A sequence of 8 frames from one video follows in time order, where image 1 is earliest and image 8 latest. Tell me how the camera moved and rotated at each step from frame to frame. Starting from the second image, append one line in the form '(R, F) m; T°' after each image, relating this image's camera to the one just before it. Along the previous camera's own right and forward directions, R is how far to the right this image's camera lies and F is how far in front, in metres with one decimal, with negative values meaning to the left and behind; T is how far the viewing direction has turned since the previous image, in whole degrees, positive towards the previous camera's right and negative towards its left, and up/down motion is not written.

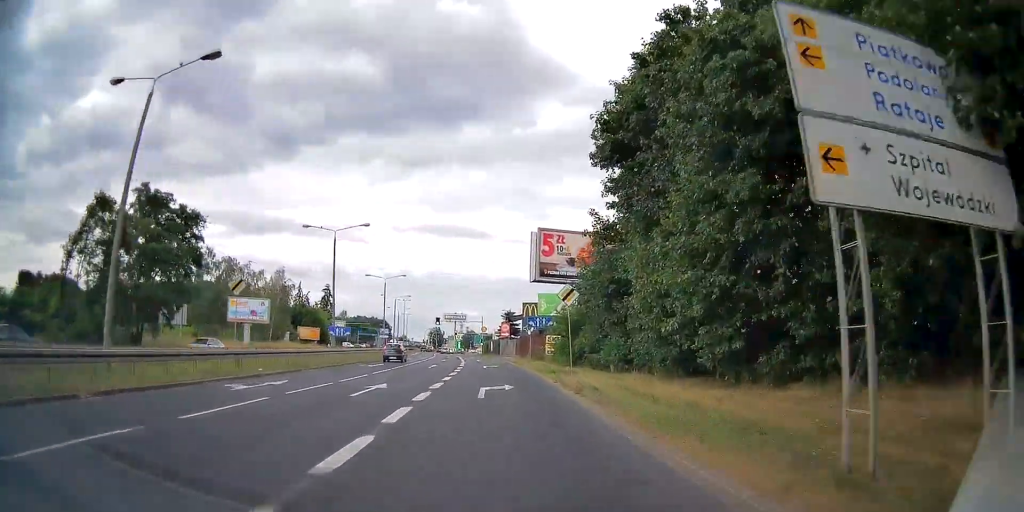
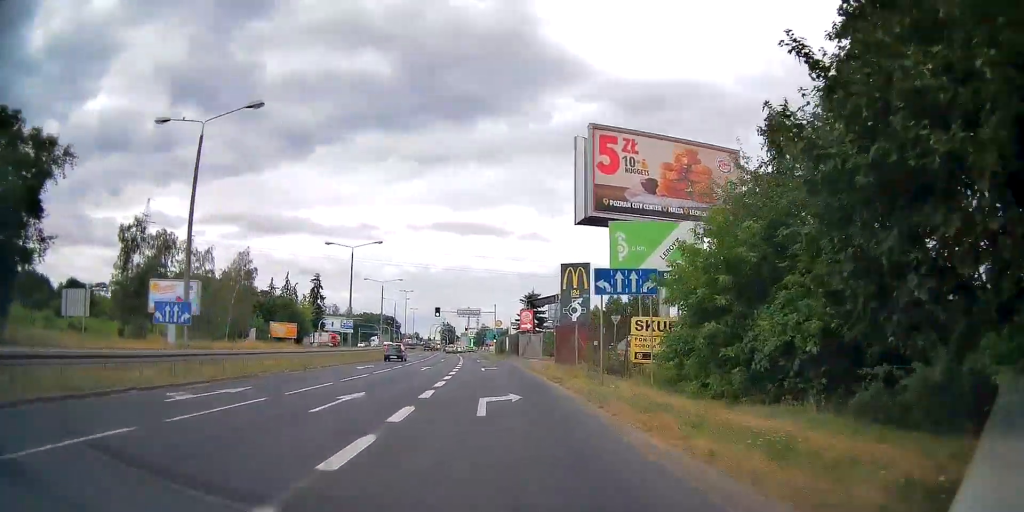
(-0.4, +23.8) m; -2°
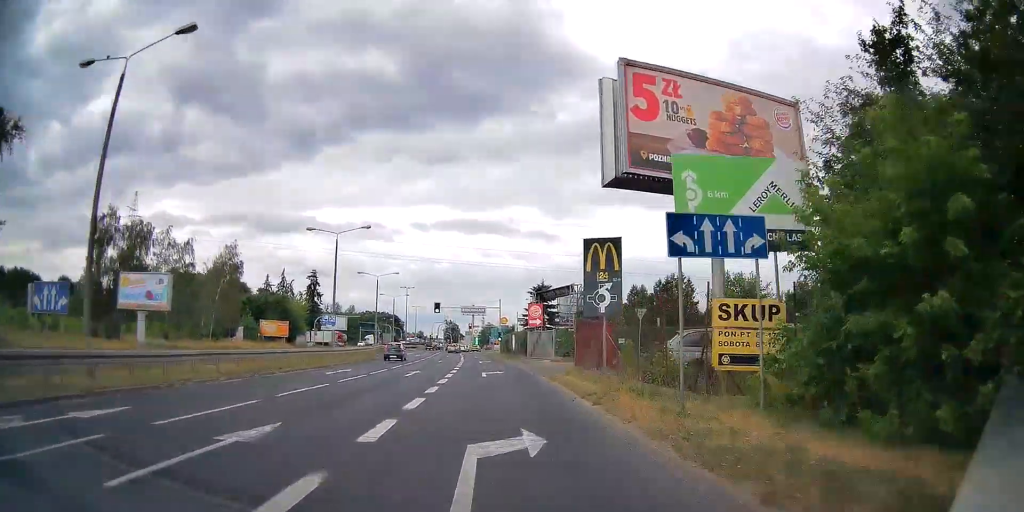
(0.0, +6.6) m; -1°
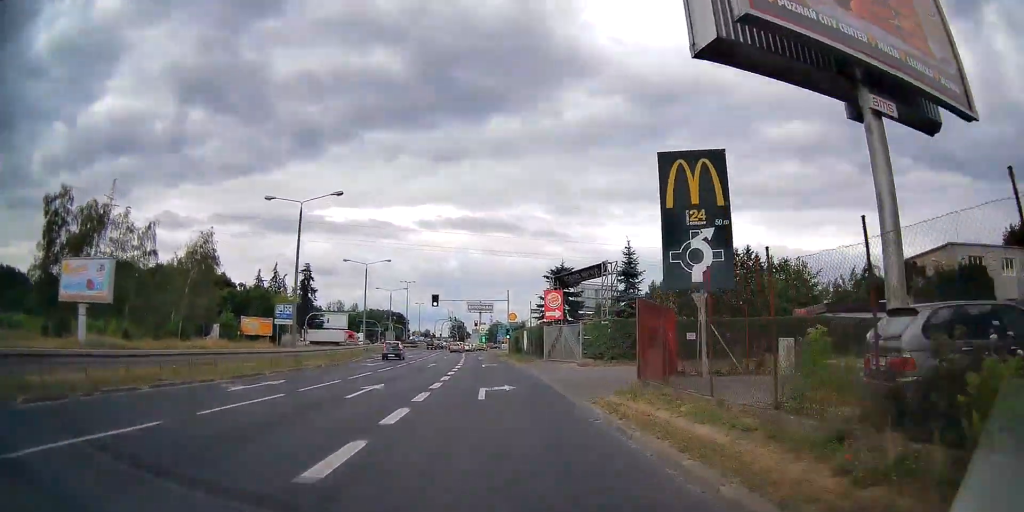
(-0.1, +10.2) m; -1°
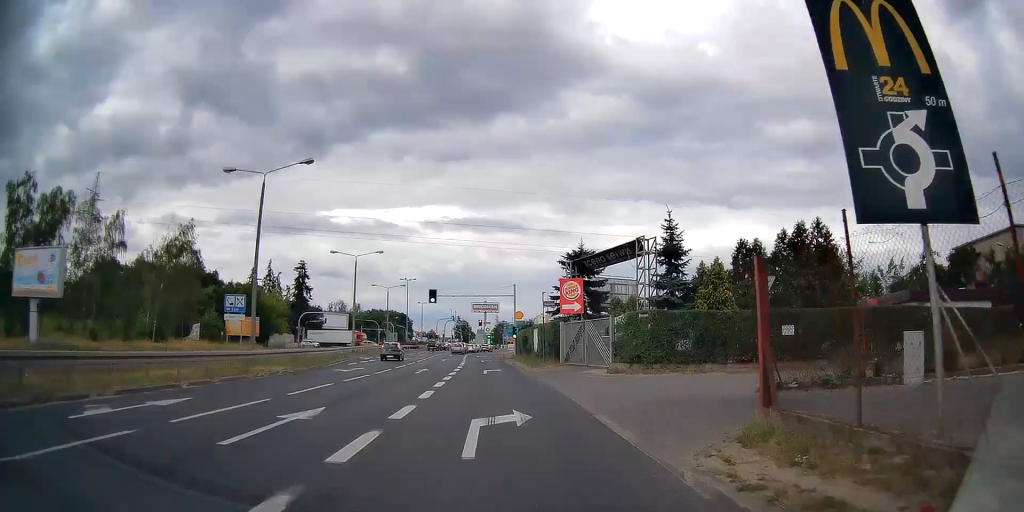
(0.0, +6.9) m; -1°
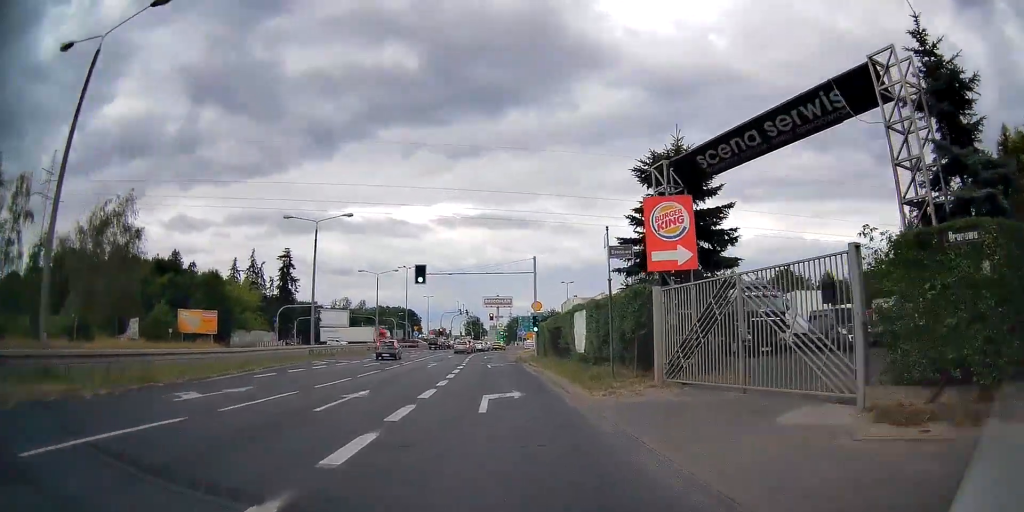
(-0.2, +16.2) m; -1°
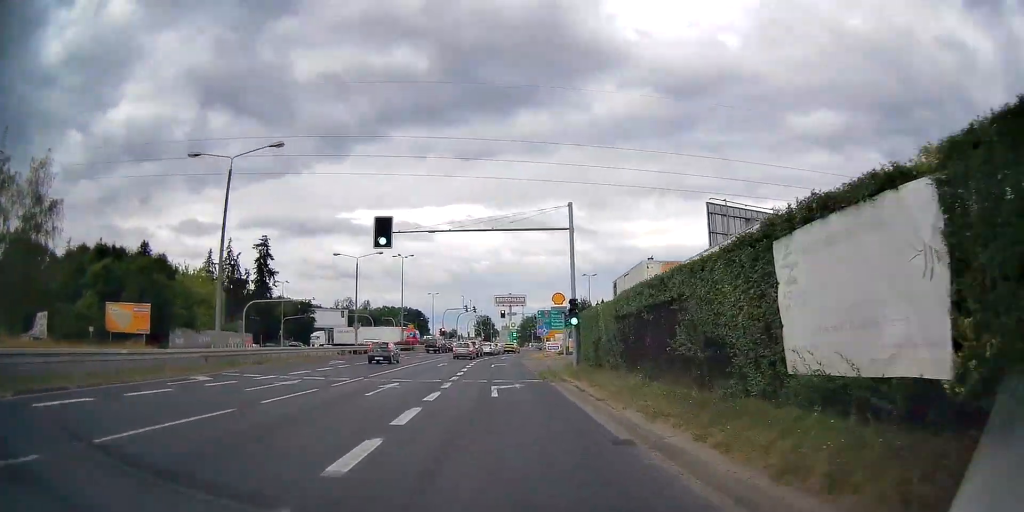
(-0.2, +16.1) m; -1°
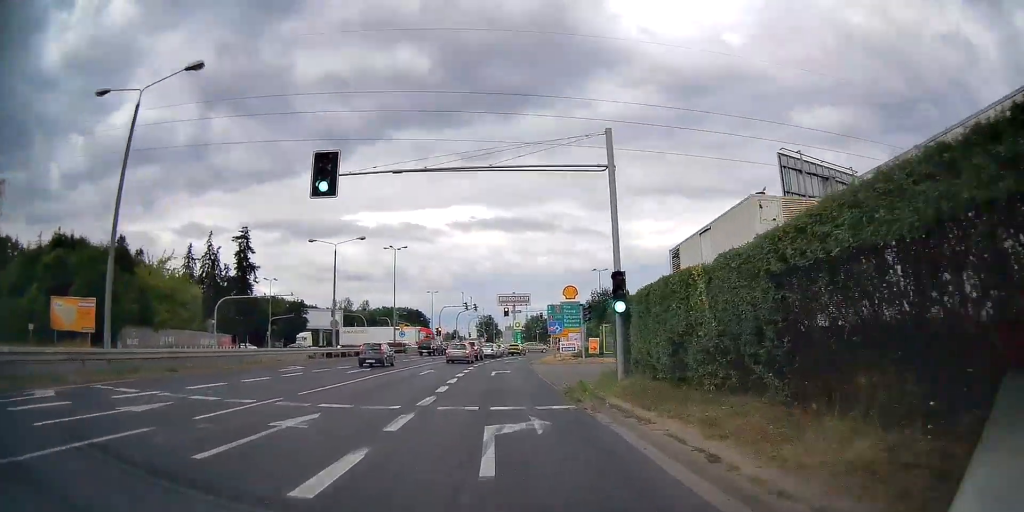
(0.0, +8.9) m; 0°
